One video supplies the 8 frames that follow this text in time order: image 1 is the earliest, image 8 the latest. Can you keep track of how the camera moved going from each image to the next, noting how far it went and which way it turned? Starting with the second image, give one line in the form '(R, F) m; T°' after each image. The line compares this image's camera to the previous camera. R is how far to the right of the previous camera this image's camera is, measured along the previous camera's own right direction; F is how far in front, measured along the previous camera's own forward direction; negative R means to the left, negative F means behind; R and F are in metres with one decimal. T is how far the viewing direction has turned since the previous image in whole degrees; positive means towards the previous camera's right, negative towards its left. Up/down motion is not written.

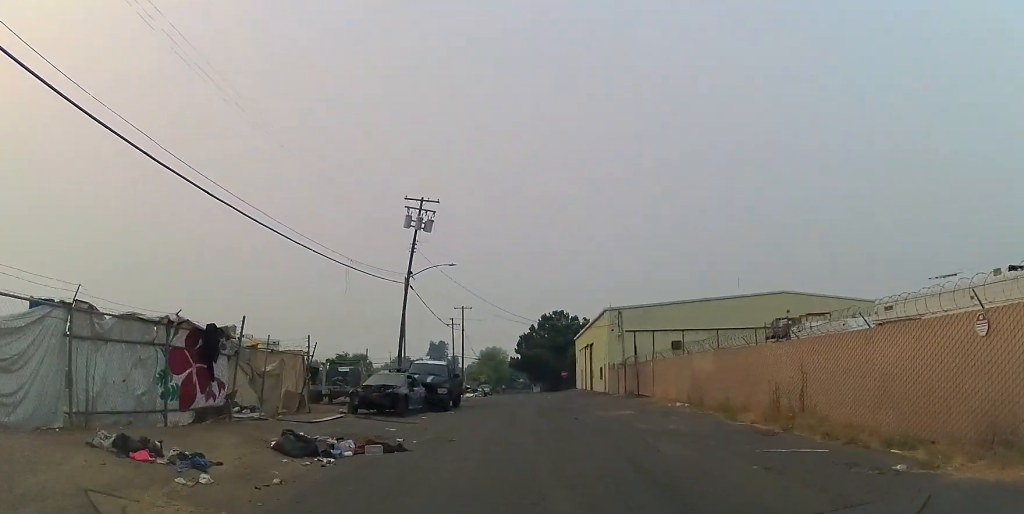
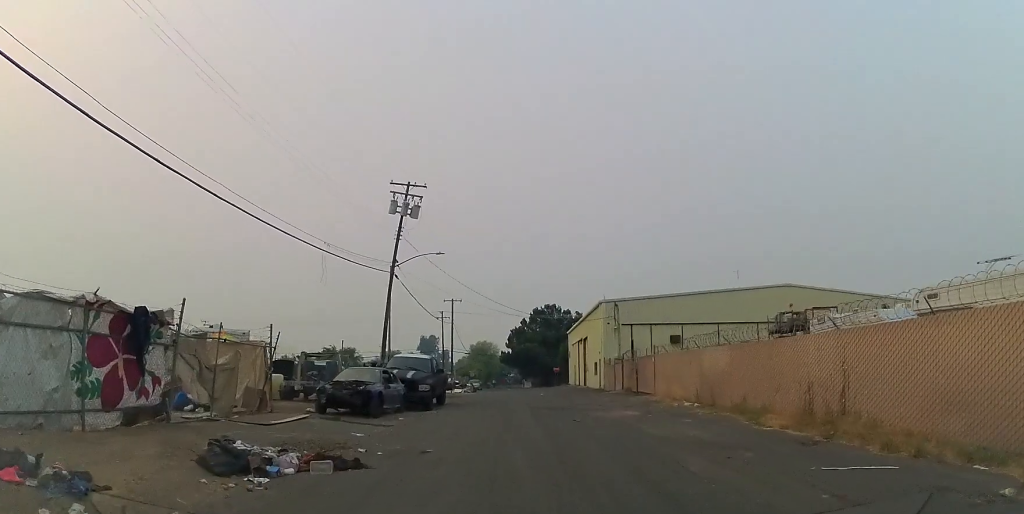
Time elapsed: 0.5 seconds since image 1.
(0.0, +2.4) m; +2°
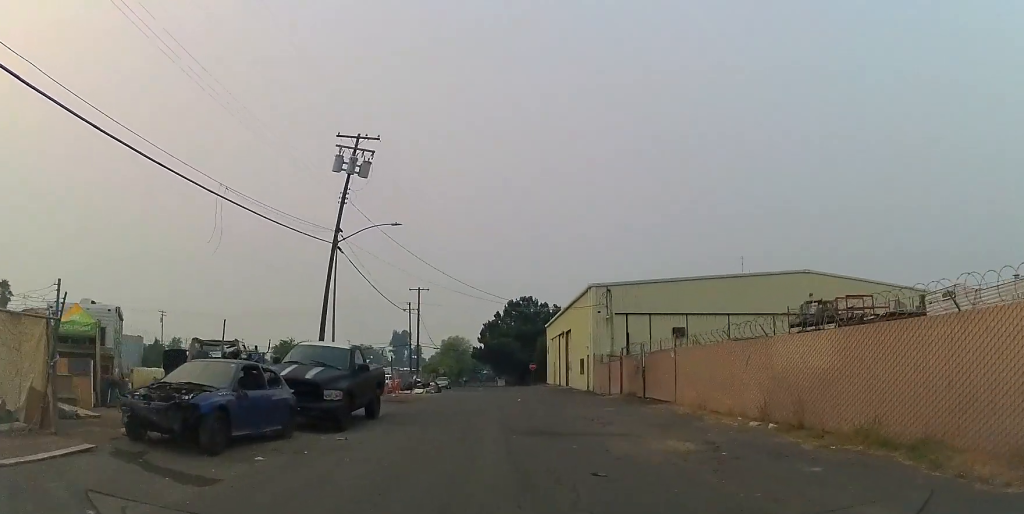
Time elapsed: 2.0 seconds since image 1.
(+0.5, +8.0) m; +3°
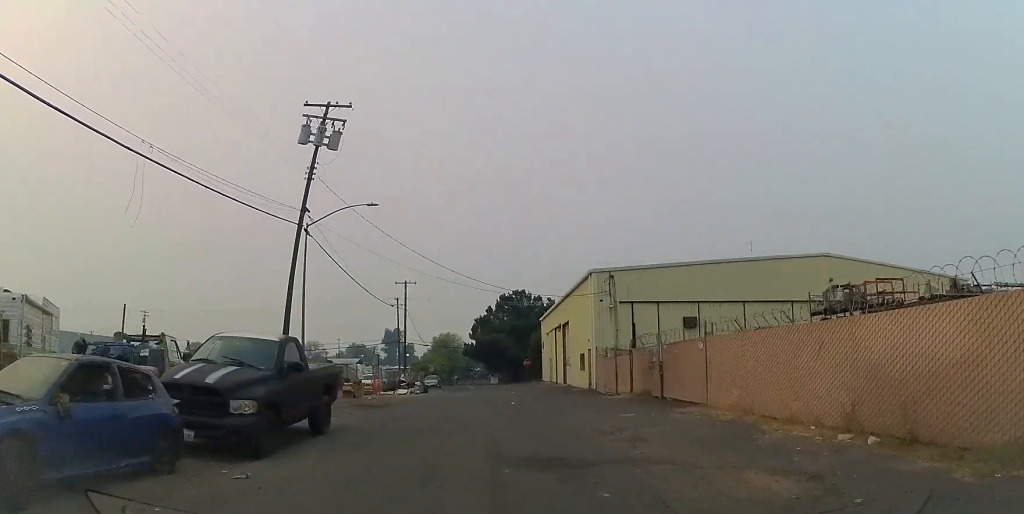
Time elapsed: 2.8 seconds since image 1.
(-0.3, +4.0) m; 0°
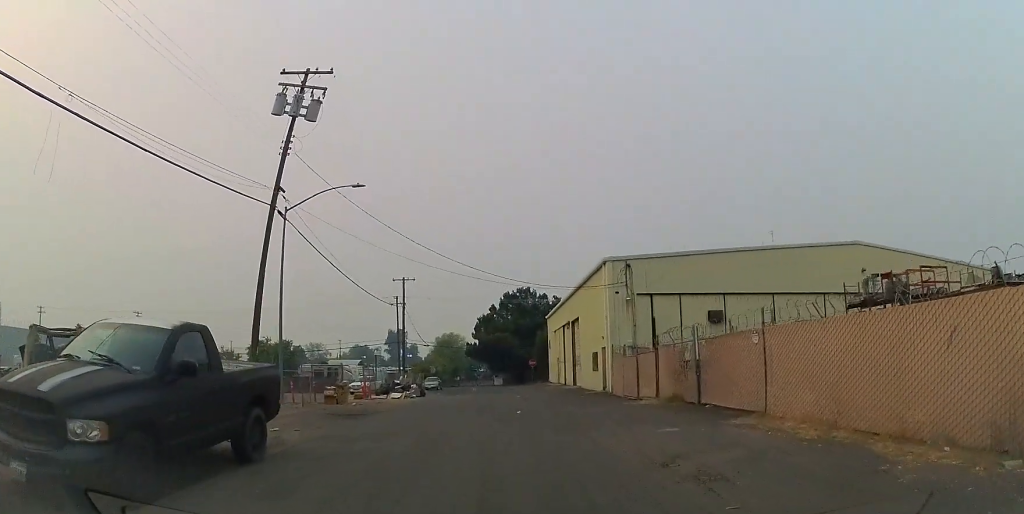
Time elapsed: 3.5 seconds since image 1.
(+0.1, +3.6) m; 0°
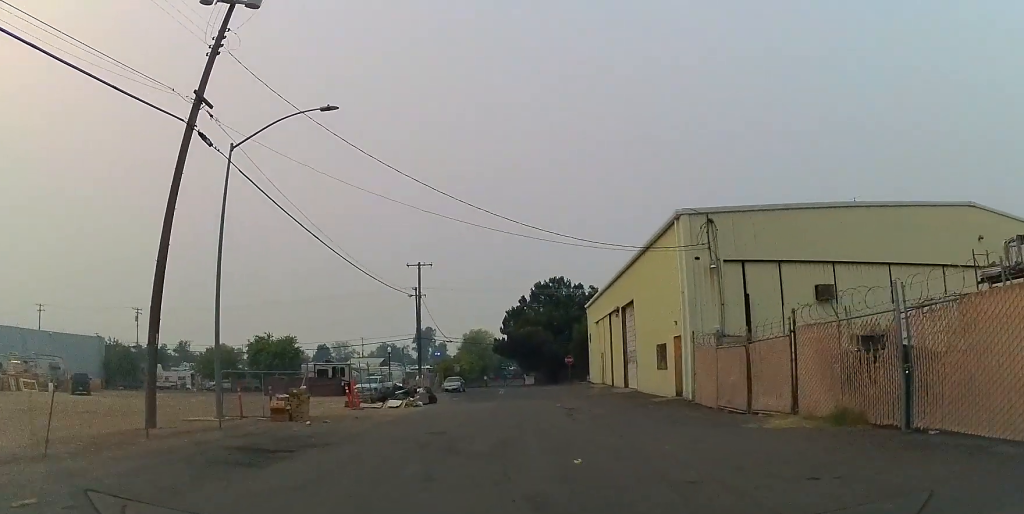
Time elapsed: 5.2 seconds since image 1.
(-0.2, +8.8) m; -5°
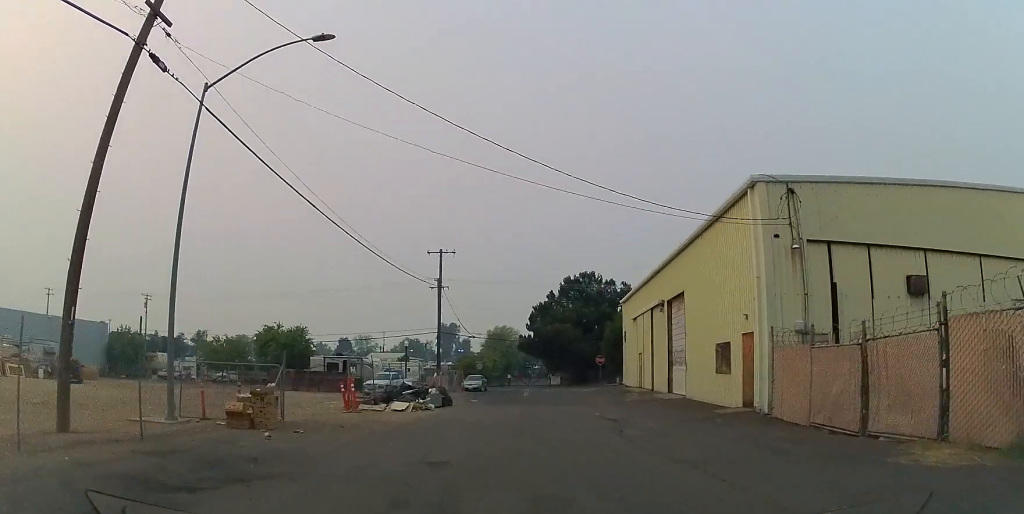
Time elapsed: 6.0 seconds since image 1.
(0.0, +4.7) m; 0°
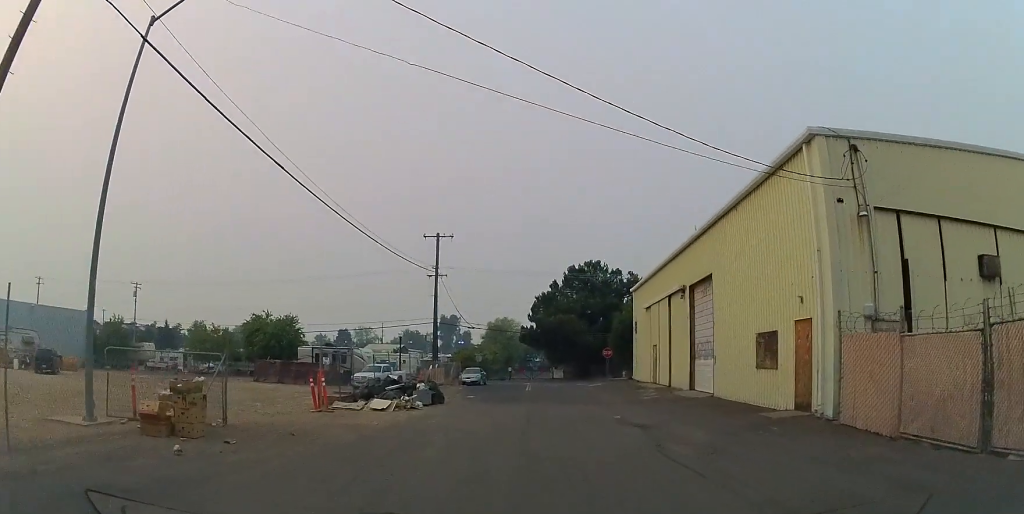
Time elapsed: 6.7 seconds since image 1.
(0.0, +3.6) m; 0°
